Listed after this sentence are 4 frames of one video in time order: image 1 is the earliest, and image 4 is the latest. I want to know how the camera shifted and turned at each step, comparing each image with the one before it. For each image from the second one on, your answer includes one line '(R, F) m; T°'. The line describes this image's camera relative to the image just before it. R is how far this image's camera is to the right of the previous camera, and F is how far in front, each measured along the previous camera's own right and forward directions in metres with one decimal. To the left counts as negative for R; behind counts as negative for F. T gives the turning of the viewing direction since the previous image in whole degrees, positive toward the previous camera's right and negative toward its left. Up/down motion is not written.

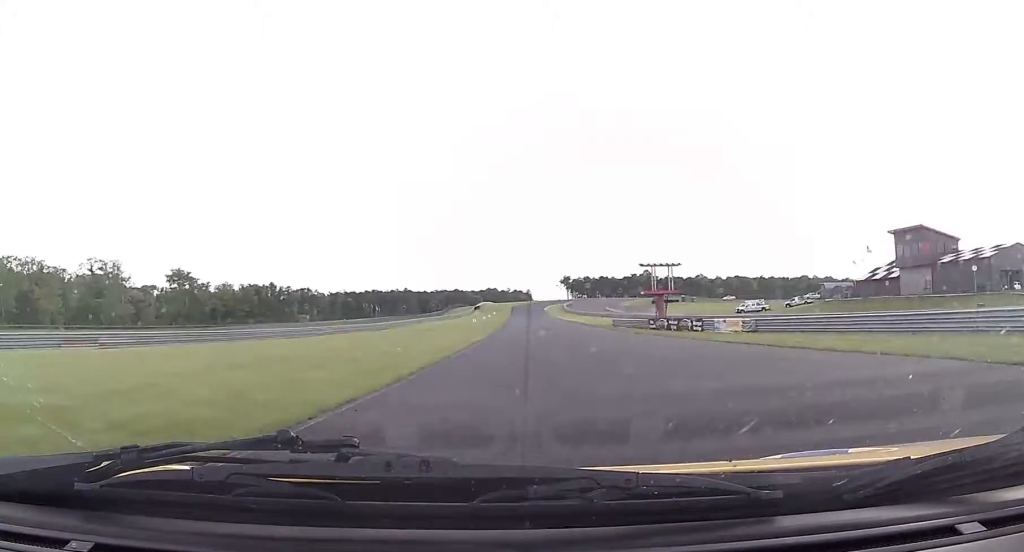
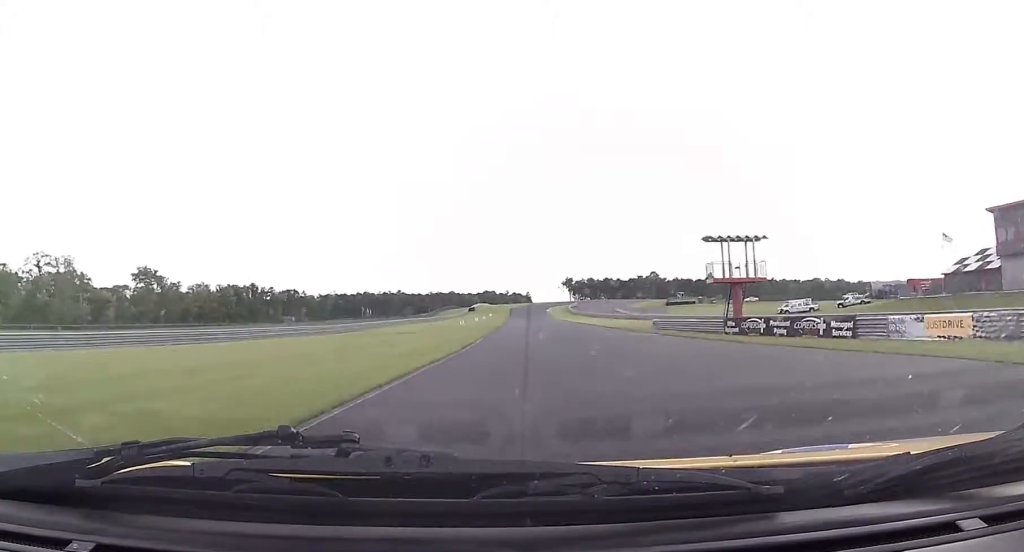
(0.0, +24.7) m; 0°
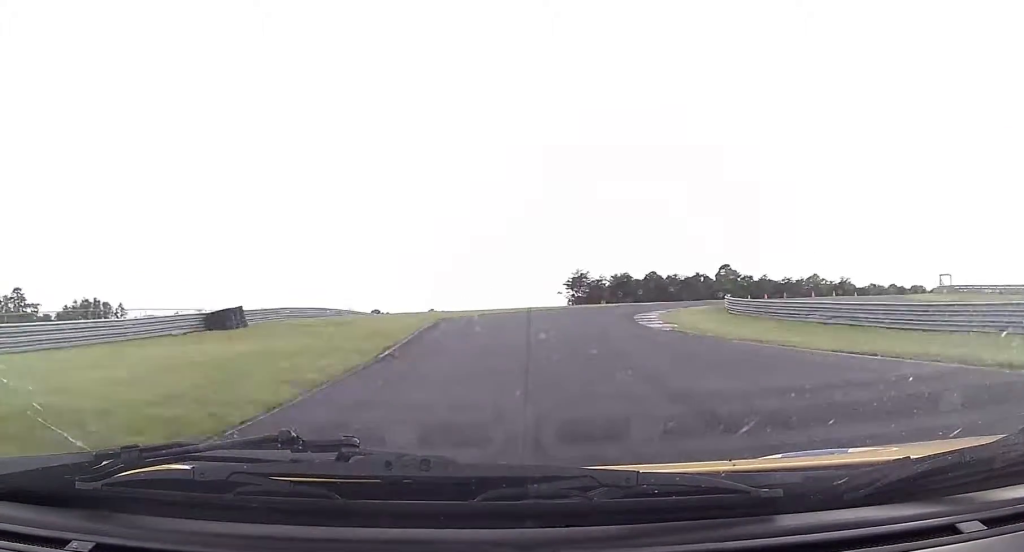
(+0.7, +177.2) m; +5°
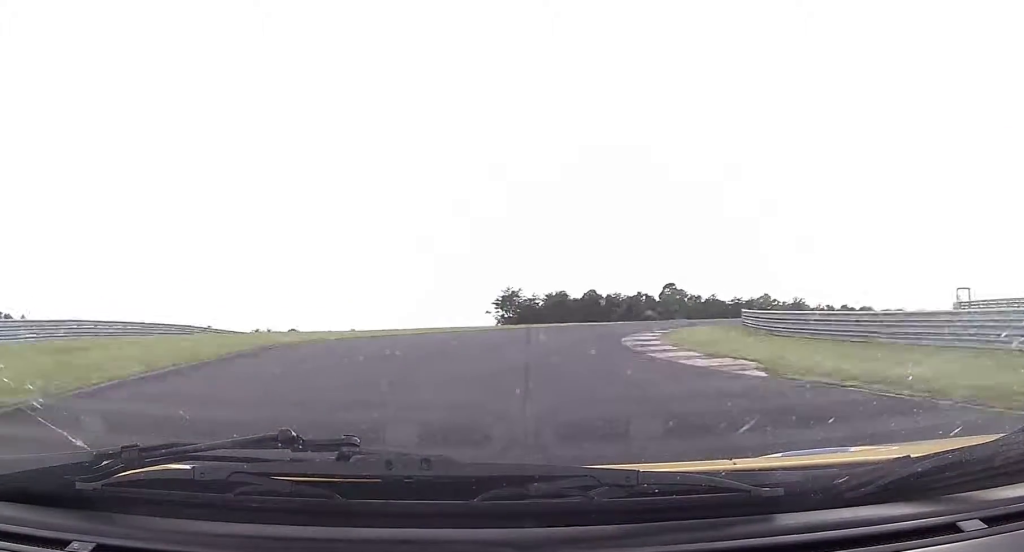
(+0.2, +19.8) m; +6°
